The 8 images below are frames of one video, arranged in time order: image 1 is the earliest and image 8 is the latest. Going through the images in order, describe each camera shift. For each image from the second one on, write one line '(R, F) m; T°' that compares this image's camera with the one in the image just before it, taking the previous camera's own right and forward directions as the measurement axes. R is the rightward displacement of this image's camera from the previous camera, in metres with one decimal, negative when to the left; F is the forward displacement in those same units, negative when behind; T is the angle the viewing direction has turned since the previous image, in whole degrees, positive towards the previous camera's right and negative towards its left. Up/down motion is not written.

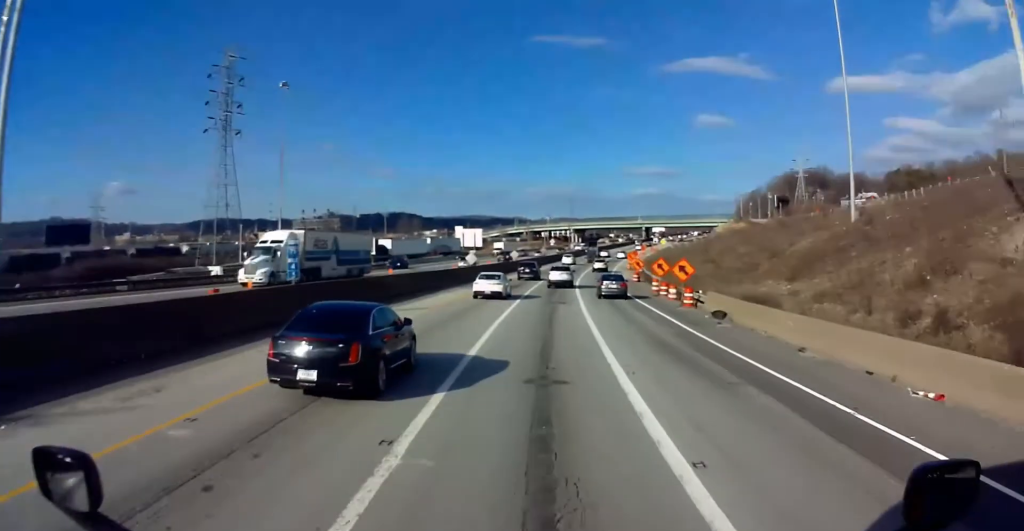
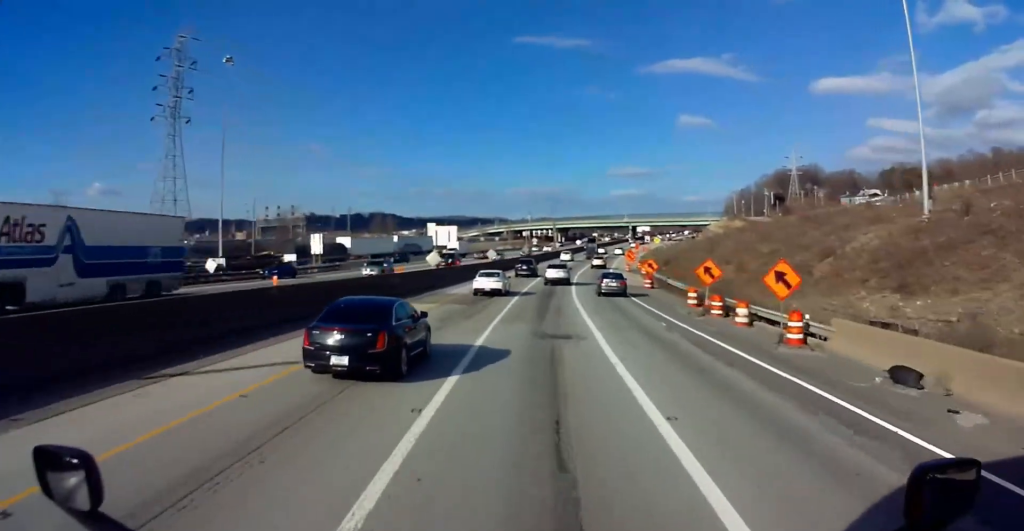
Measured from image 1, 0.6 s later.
(+0.2, +16.3) m; +2°
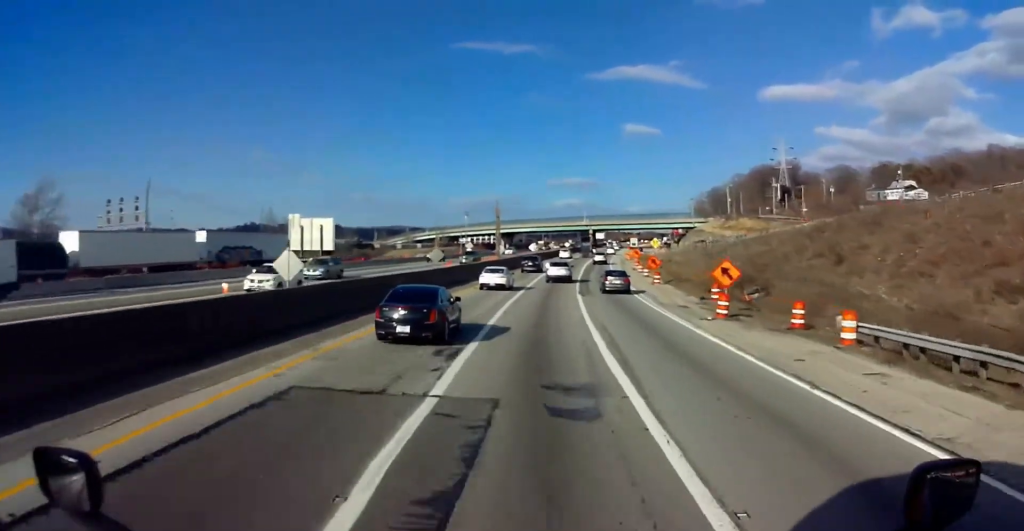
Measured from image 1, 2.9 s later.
(+4.6, +58.7) m; +7°
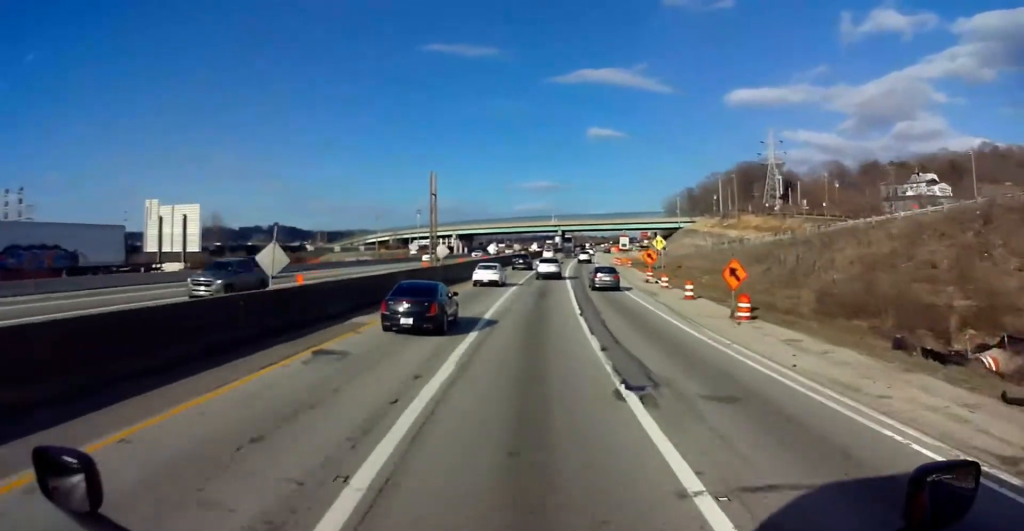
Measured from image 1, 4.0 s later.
(+0.3, +29.1) m; +1°
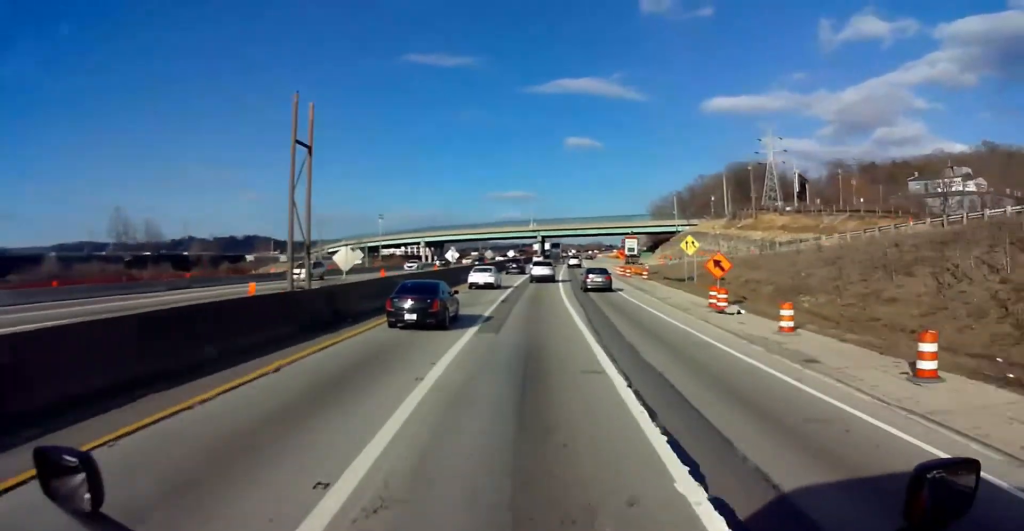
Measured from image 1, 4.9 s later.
(+0.1, +24.9) m; 0°
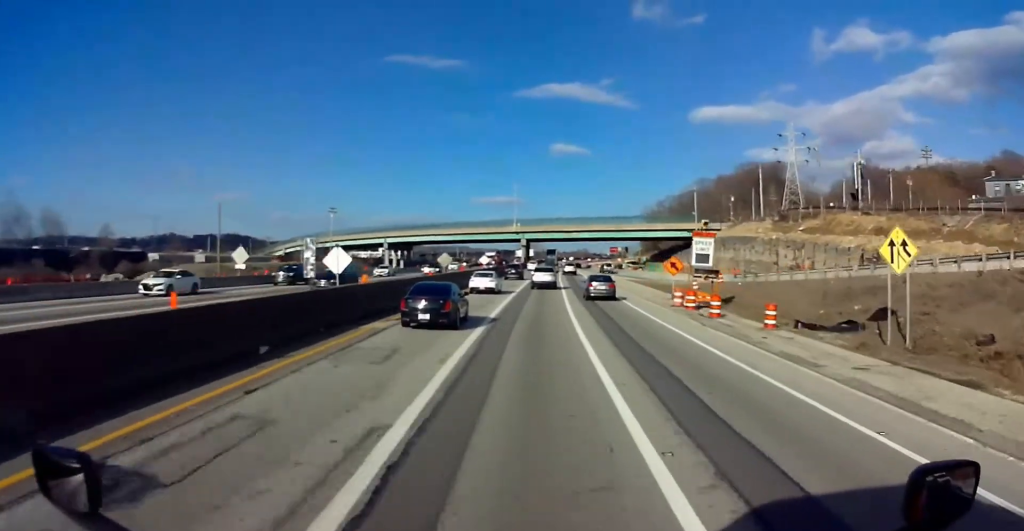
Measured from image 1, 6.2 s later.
(+0.1, +35.1) m; 0°
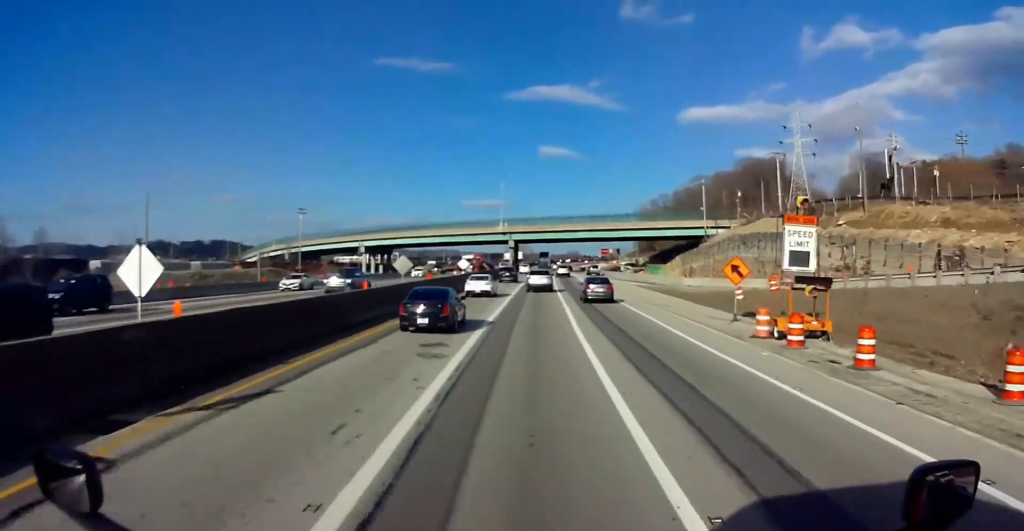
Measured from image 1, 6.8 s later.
(0.0, +15.4) m; +1°
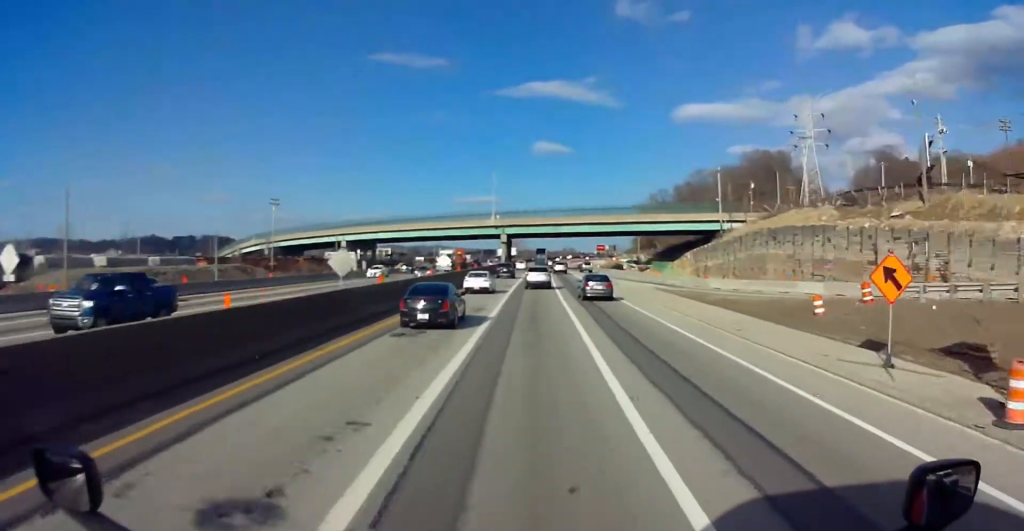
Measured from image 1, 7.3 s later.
(-0.2, +13.5) m; +1°
